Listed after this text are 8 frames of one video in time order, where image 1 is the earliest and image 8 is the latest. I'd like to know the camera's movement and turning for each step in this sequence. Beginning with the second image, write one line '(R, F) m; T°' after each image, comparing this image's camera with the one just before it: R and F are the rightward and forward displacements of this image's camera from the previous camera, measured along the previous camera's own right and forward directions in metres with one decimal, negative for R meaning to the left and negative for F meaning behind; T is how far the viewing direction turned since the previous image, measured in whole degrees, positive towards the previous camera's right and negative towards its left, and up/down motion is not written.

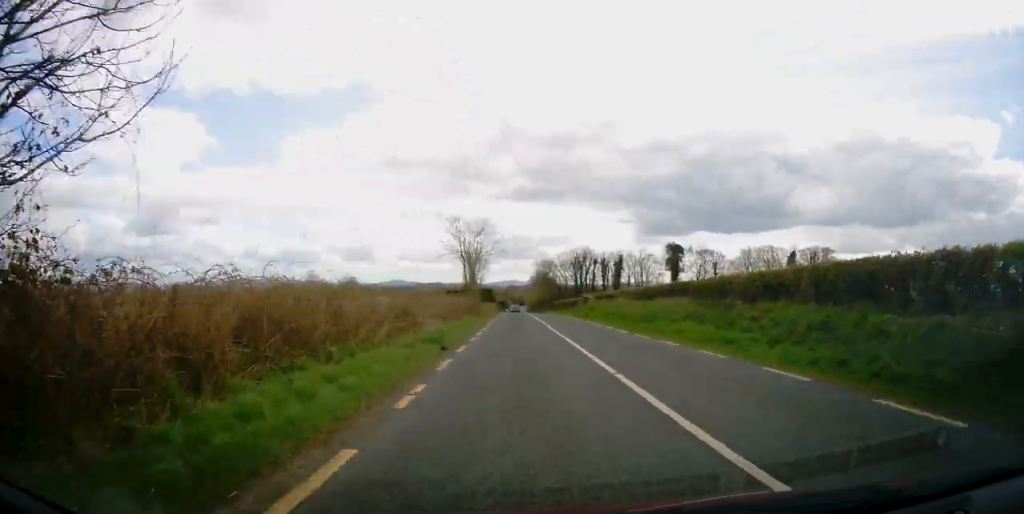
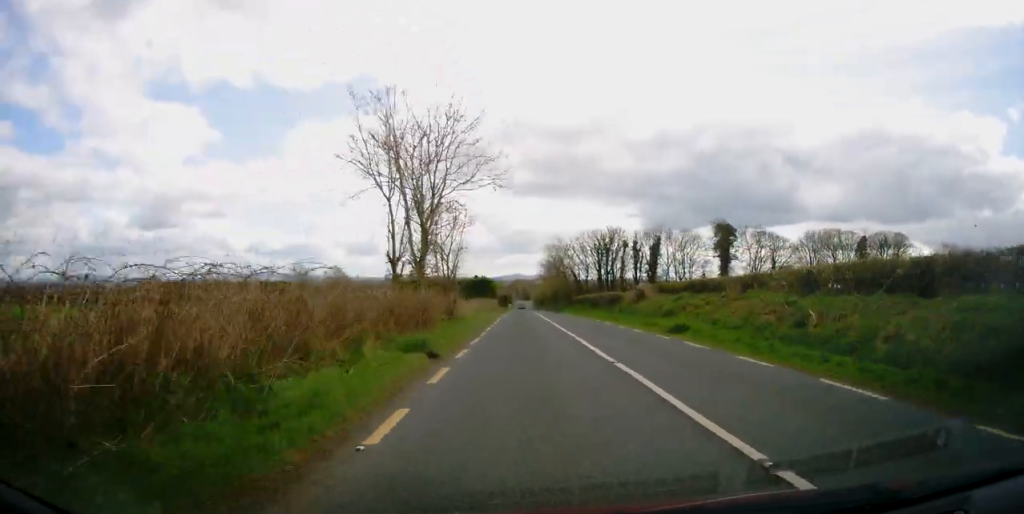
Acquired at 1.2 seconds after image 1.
(0.0, +26.4) m; 0°
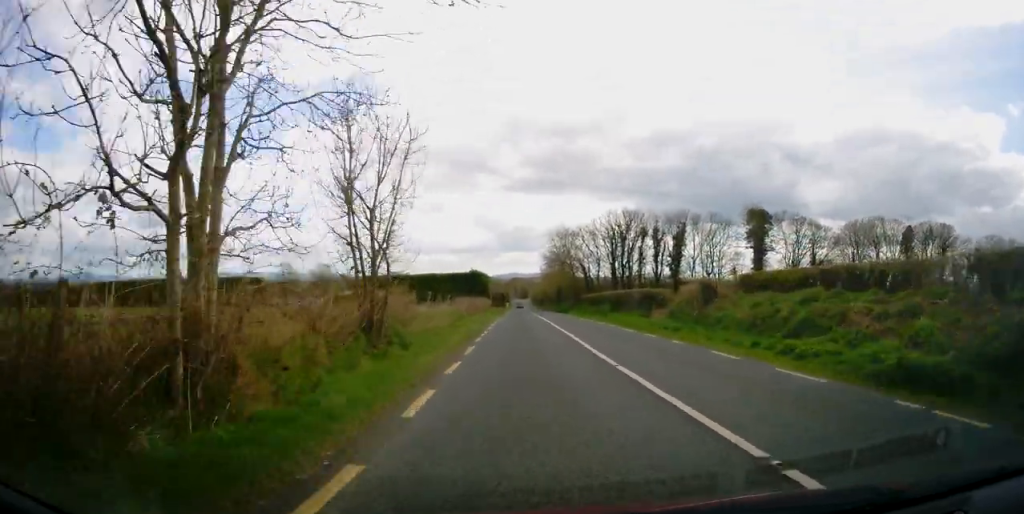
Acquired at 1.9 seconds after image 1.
(0.0, +14.3) m; 0°
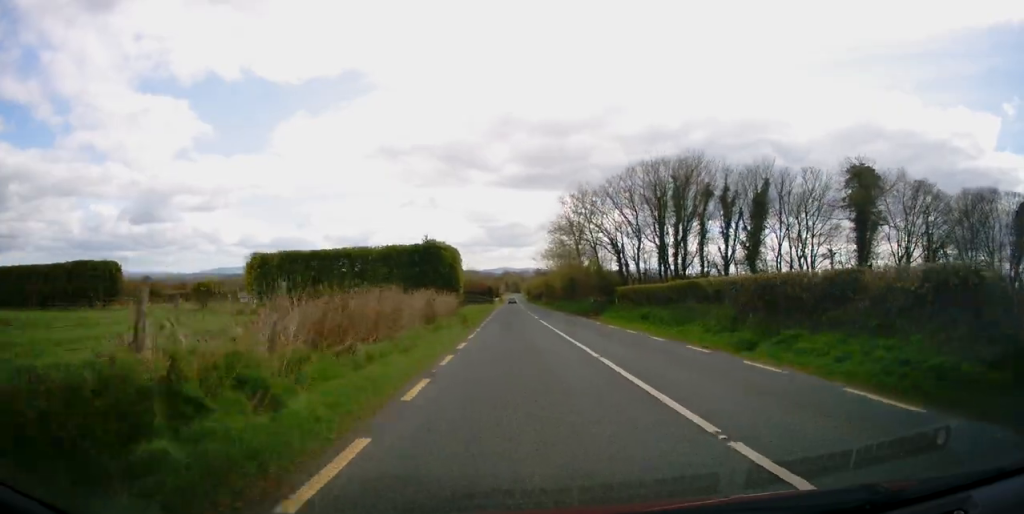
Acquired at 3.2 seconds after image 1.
(+0.1, +27.3) m; 0°
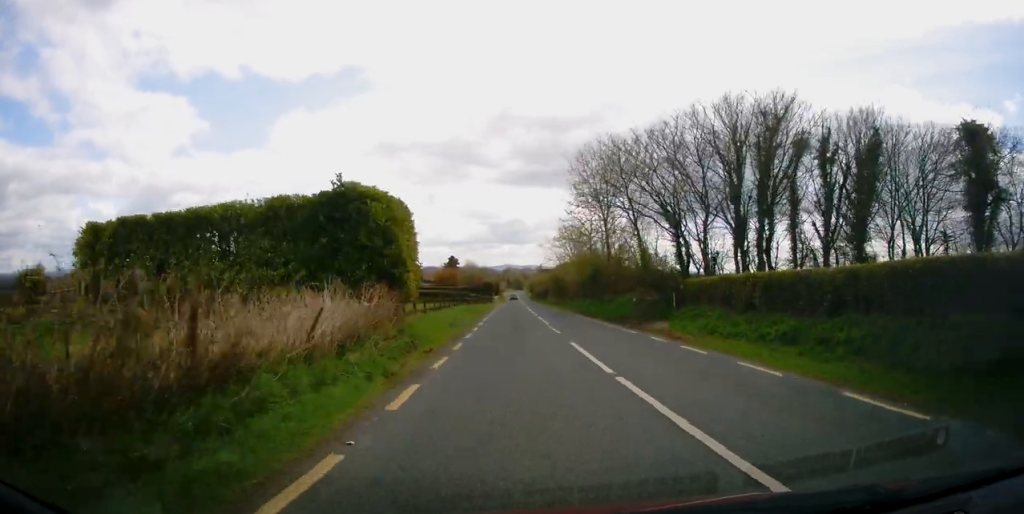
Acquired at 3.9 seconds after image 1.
(0.0, +16.5) m; 0°
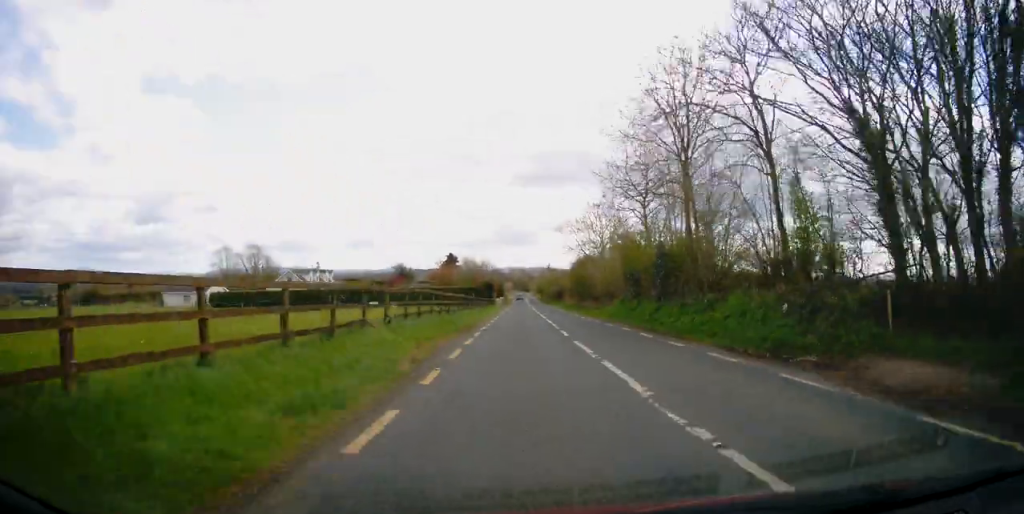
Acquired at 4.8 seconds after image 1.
(+0.1, +18.0) m; 0°
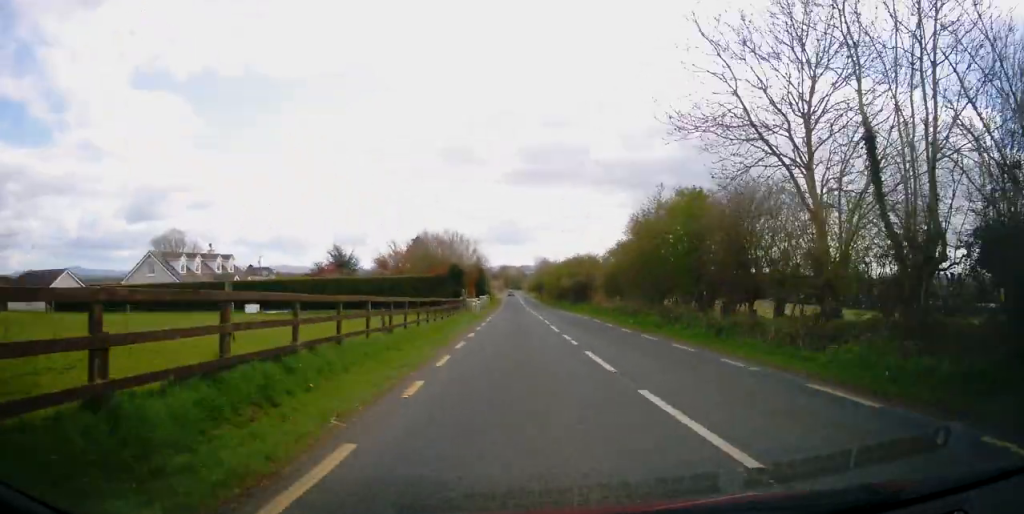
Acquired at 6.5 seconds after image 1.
(-0.4, +37.7) m; 0°
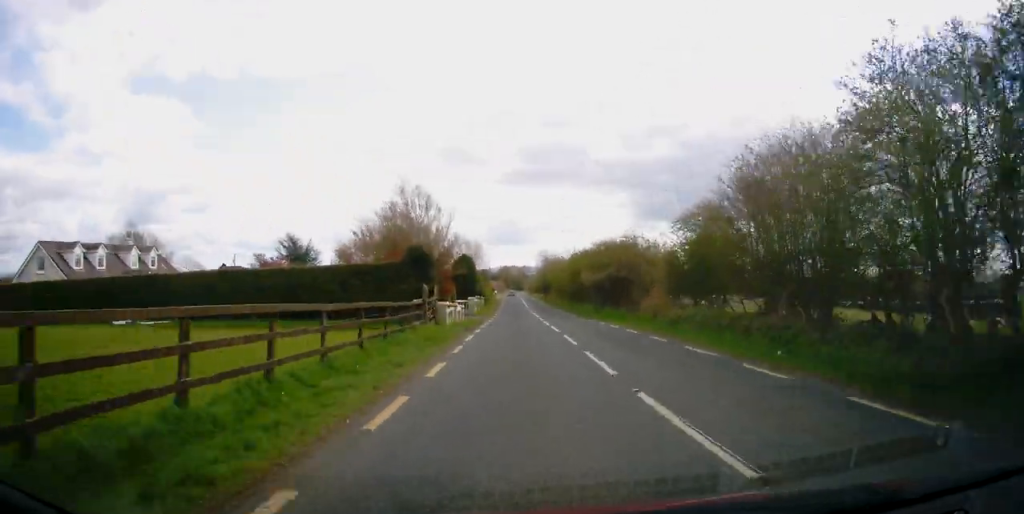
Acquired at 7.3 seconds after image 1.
(+0.4, +17.5) m; 0°
